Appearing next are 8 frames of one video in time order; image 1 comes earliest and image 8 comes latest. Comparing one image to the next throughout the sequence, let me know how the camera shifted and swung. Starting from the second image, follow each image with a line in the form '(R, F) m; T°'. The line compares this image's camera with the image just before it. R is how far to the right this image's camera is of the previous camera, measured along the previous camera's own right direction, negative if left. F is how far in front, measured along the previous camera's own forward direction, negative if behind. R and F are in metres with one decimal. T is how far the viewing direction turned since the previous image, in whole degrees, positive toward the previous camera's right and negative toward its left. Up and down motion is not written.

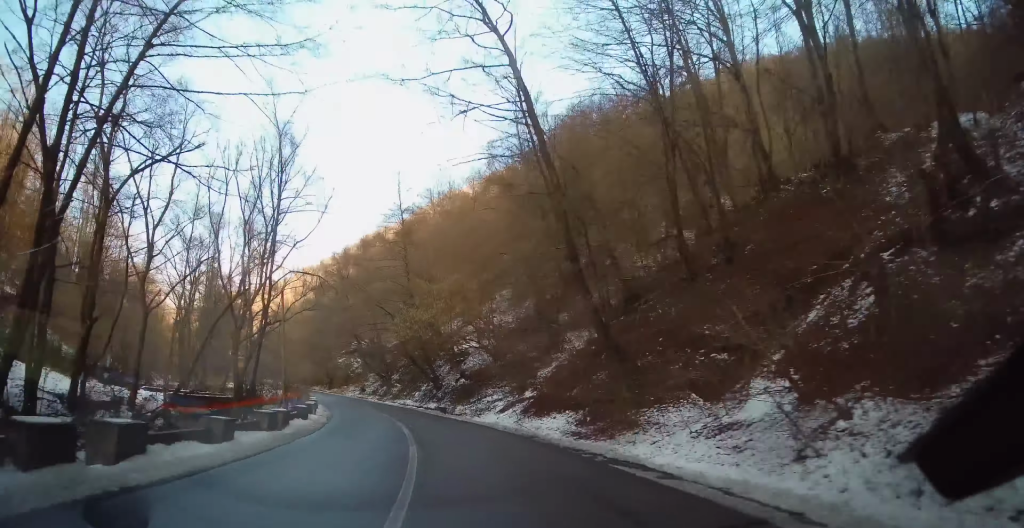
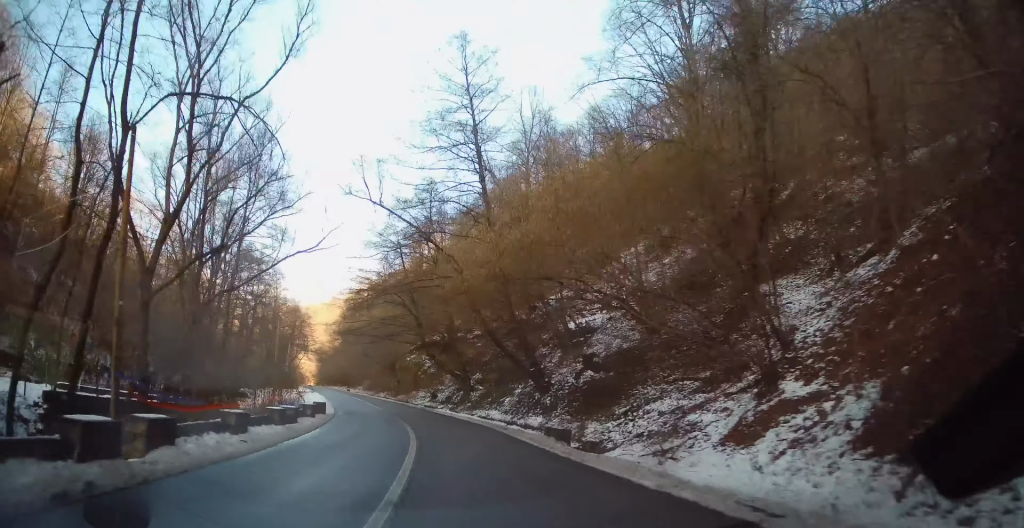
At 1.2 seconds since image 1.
(-1.8, +20.3) m; -9°
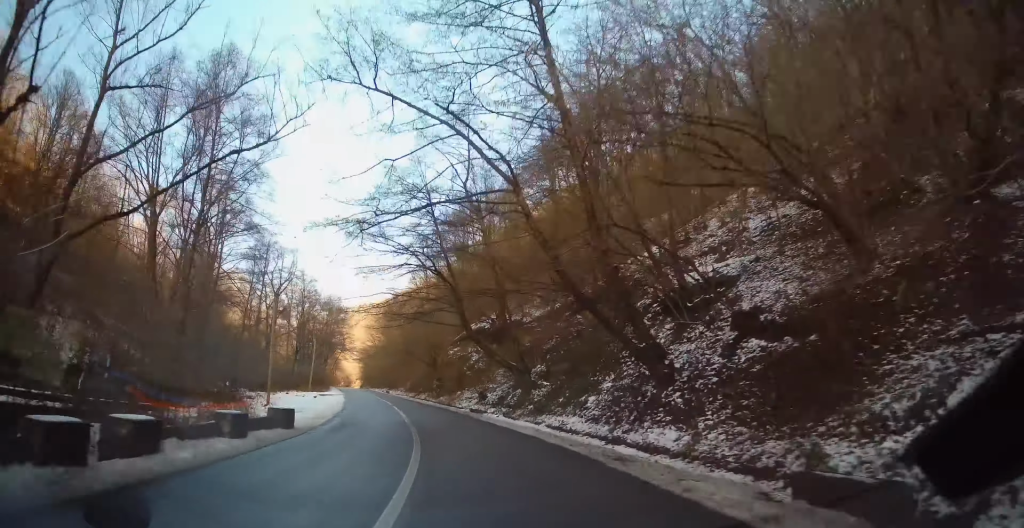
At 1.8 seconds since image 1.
(+0.1, +11.4) m; -4°
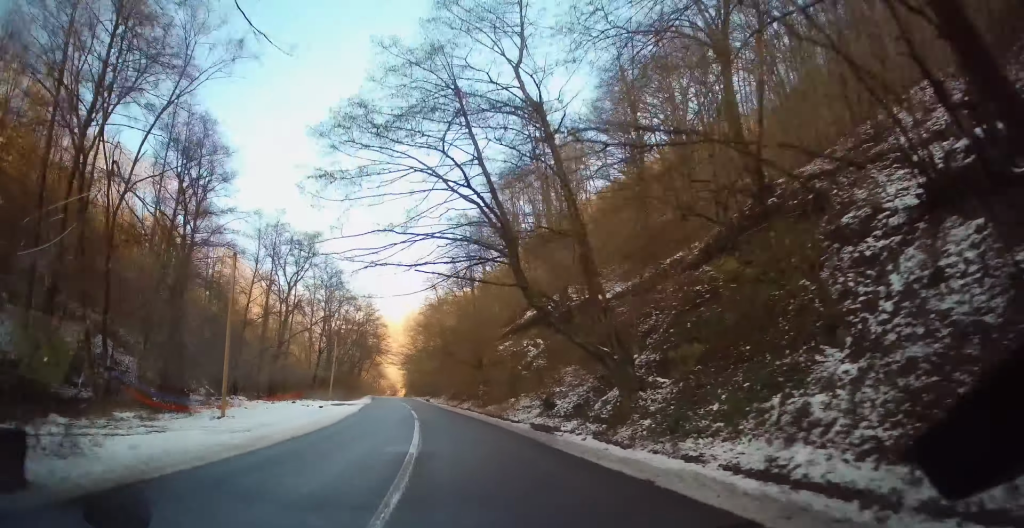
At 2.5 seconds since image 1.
(-1.0, +12.4) m; -5°
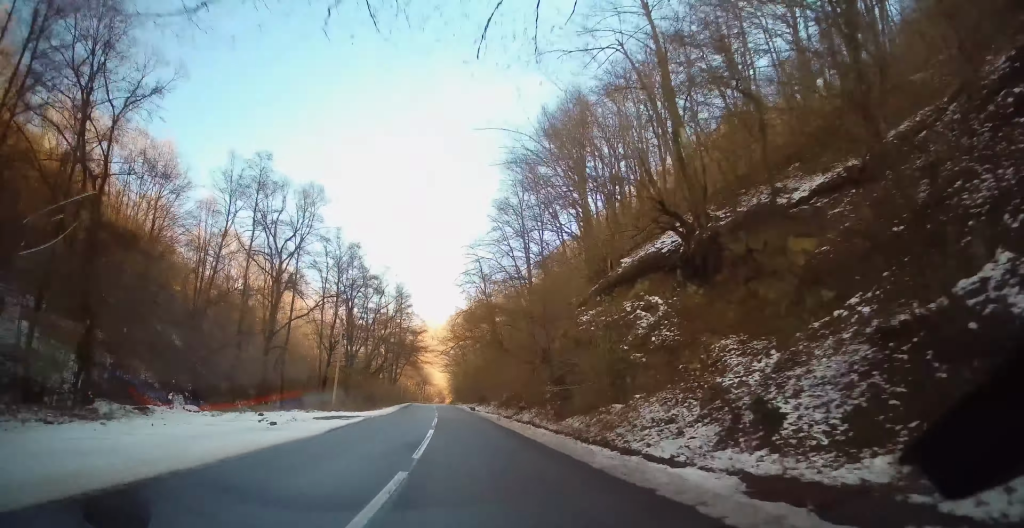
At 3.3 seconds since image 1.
(-0.9, +16.4) m; -5°
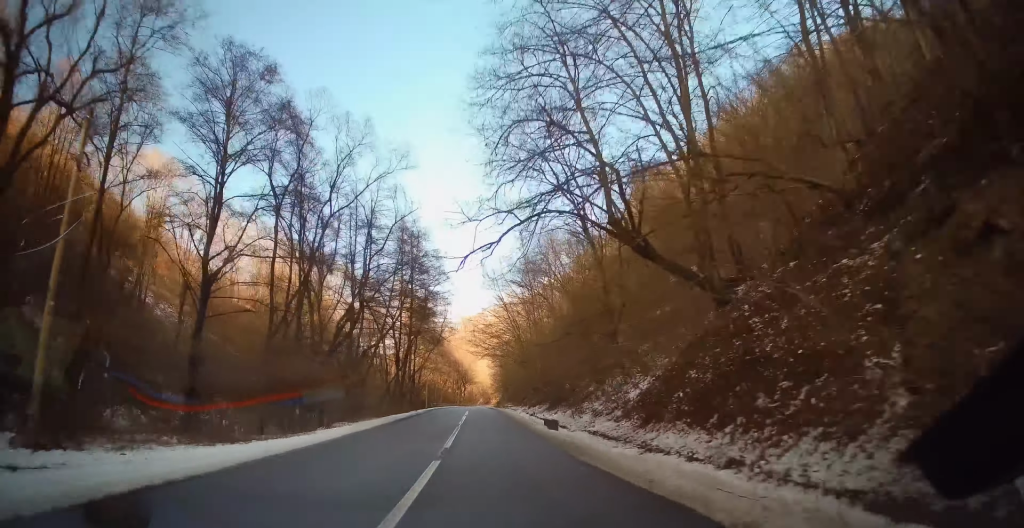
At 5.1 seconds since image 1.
(-1.7, +33.6) m; -5°
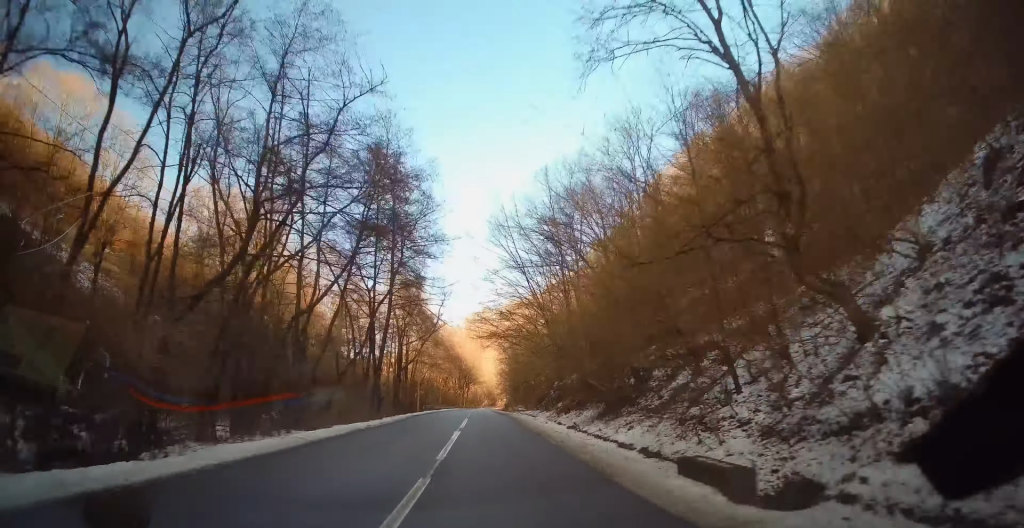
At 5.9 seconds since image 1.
(-0.2, +15.7) m; -1°
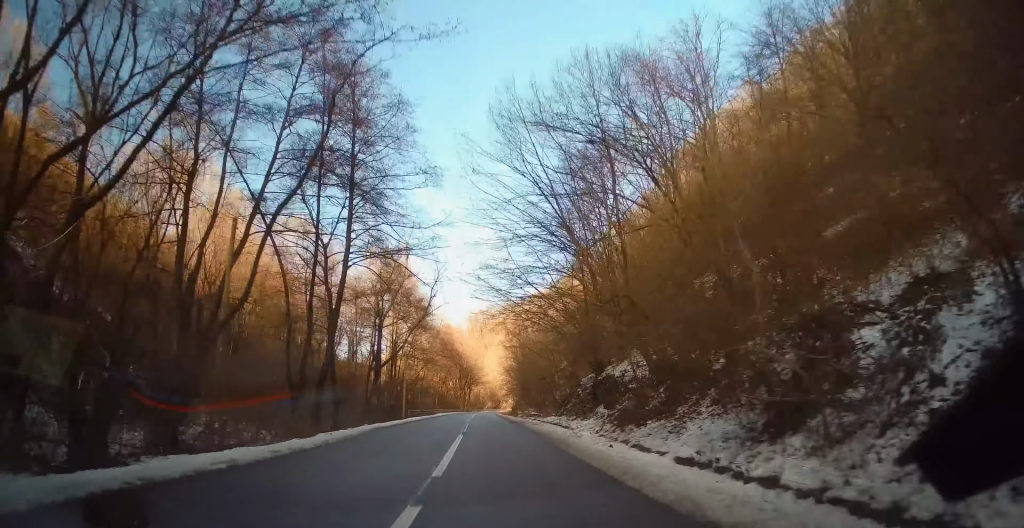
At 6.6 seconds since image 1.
(0.0, +13.8) m; 0°
